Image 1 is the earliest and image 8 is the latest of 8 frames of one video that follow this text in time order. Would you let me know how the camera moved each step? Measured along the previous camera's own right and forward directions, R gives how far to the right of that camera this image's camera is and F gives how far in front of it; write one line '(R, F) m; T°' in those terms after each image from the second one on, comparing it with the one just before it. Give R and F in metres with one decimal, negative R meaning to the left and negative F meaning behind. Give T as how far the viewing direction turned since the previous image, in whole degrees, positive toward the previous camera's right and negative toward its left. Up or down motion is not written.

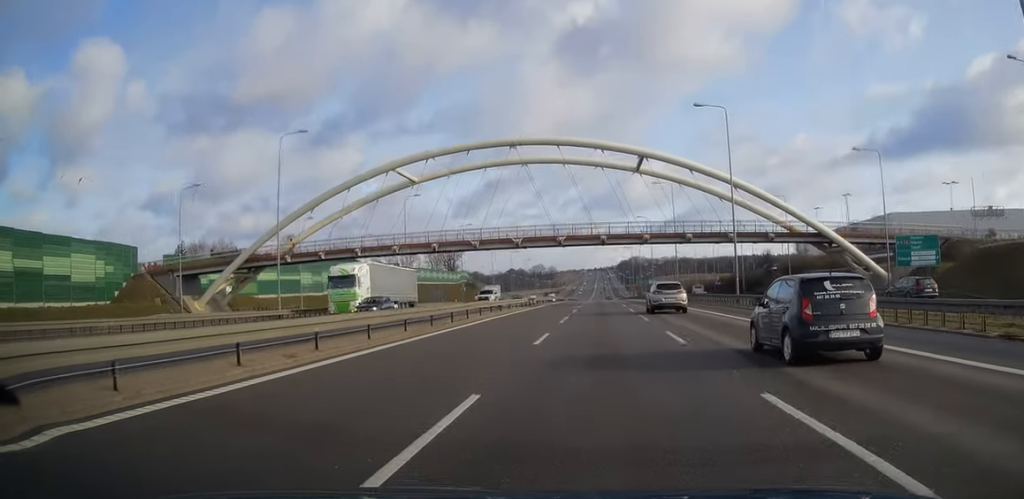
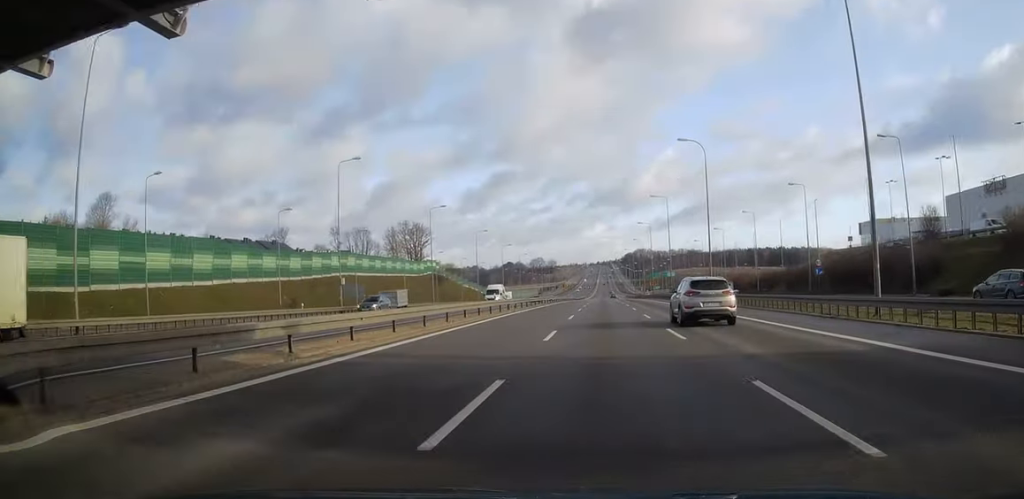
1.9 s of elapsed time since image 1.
(-0.1, +58.4) m; 0°
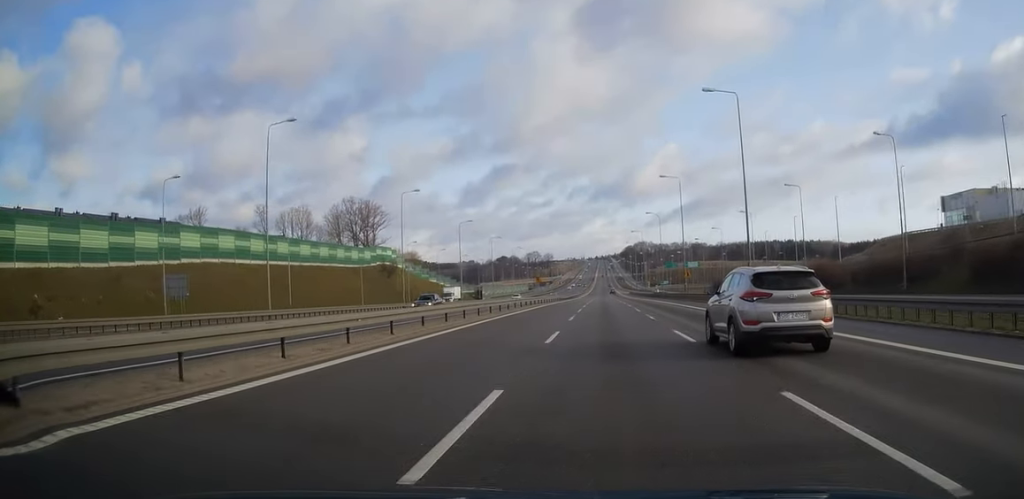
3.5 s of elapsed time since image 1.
(0.0, +48.7) m; 0°
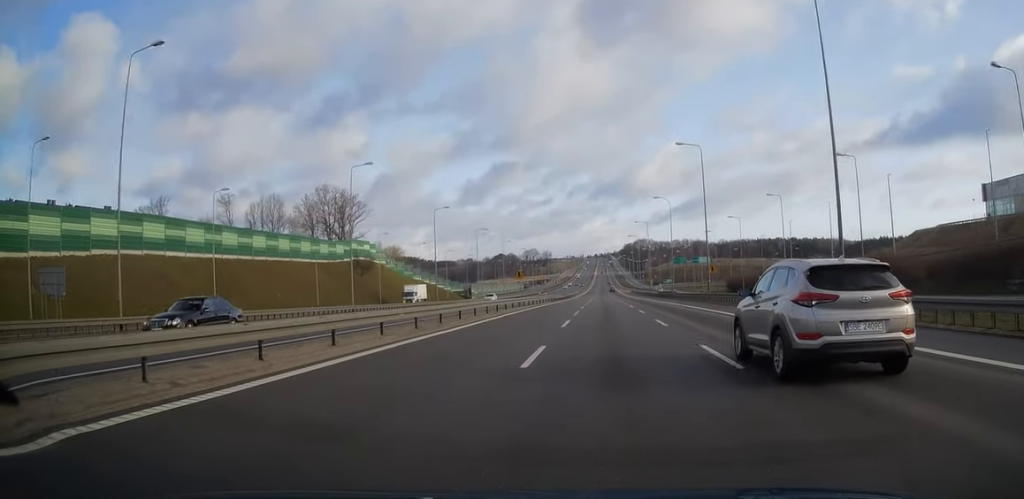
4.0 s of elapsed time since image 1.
(0.0, +17.0) m; 0°
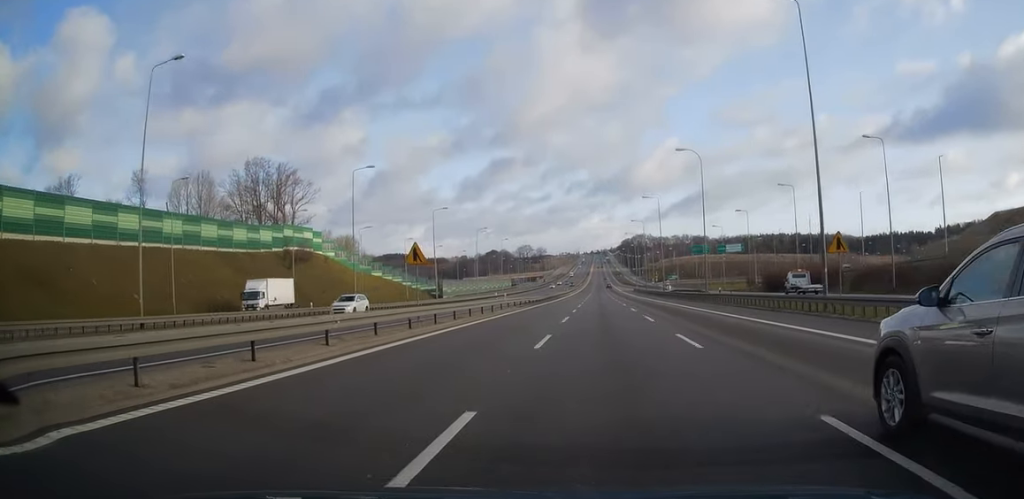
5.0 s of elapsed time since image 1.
(+0.1, +32.1) m; 0°
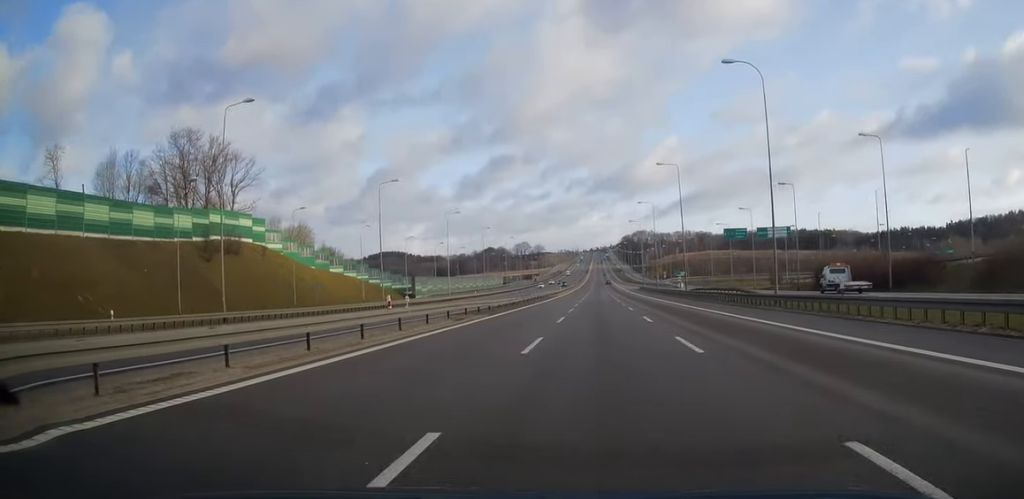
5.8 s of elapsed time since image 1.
(0.0, +24.9) m; 0°
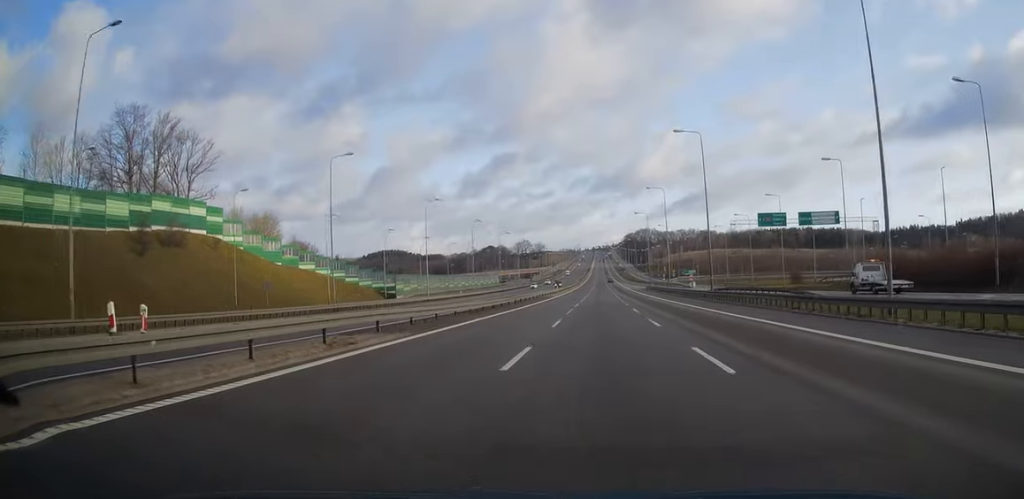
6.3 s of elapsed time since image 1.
(0.0, +15.1) m; 0°
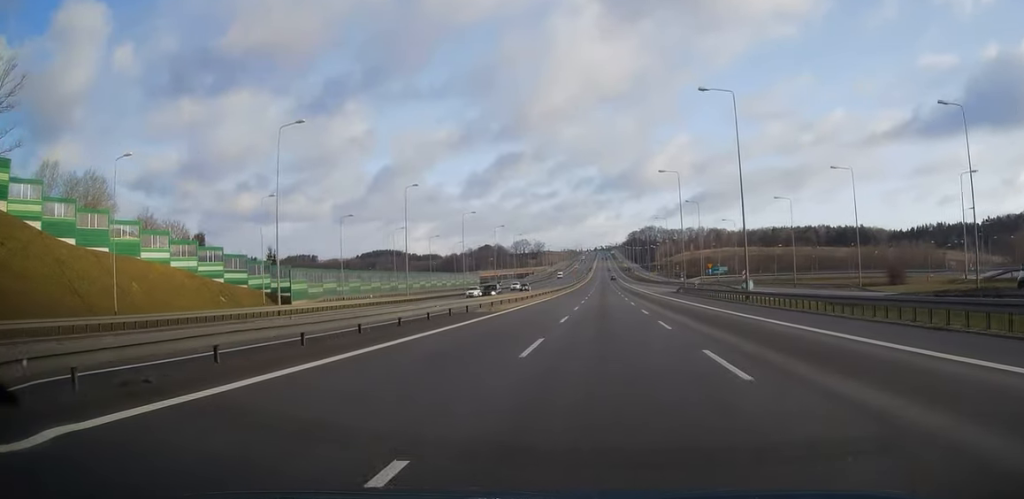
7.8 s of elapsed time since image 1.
(-0.2, +46.0) m; 0°
